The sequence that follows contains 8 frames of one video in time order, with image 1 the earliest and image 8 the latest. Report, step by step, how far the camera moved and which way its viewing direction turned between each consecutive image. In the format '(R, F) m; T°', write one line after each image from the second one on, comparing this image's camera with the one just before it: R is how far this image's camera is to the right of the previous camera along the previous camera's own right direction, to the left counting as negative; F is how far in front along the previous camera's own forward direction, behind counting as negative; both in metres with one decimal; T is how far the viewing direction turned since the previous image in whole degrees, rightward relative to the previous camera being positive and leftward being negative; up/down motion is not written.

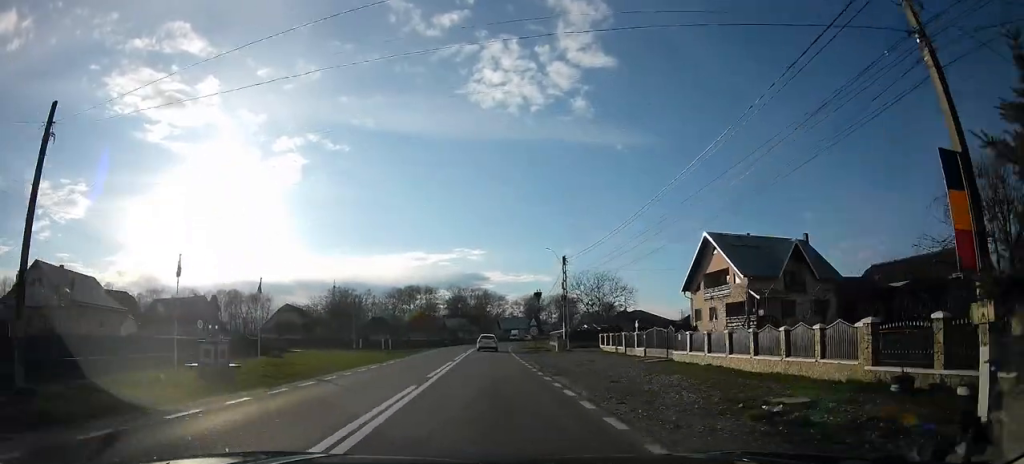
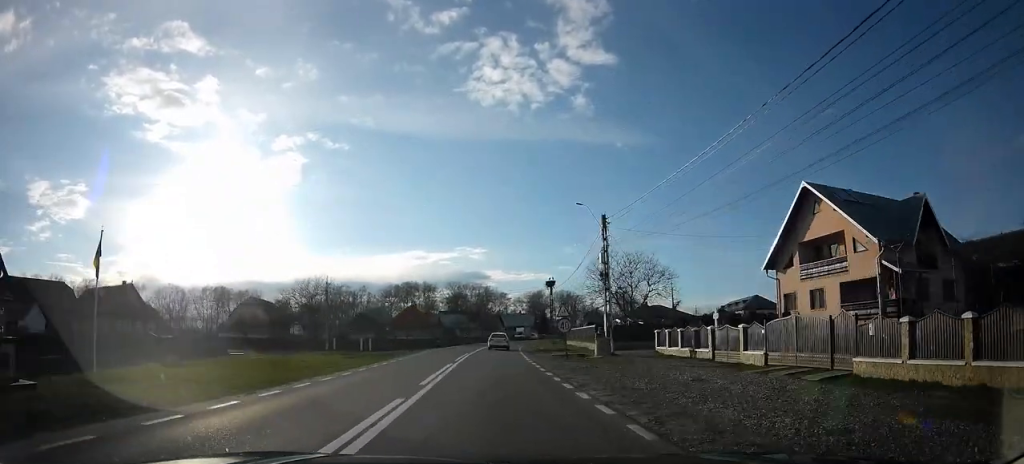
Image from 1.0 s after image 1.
(0.0, +15.3) m; -5°
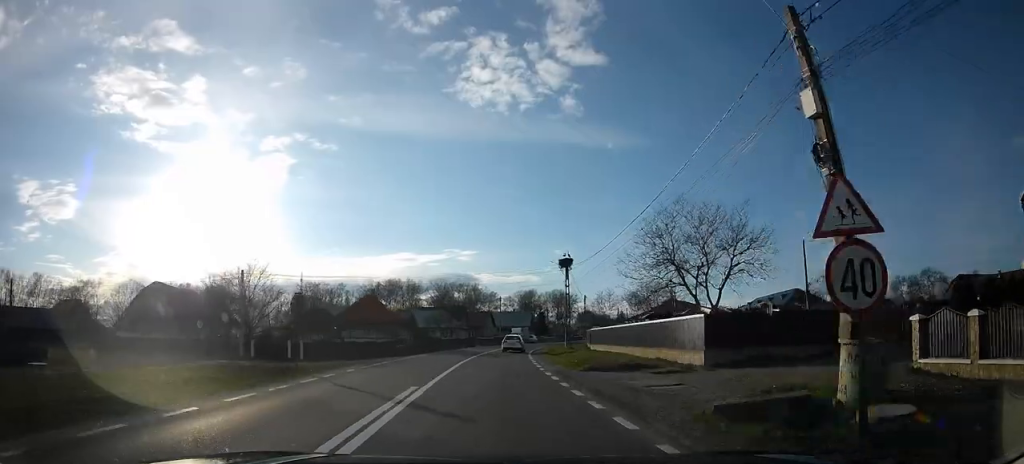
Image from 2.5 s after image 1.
(-0.1, +21.8) m; +5°
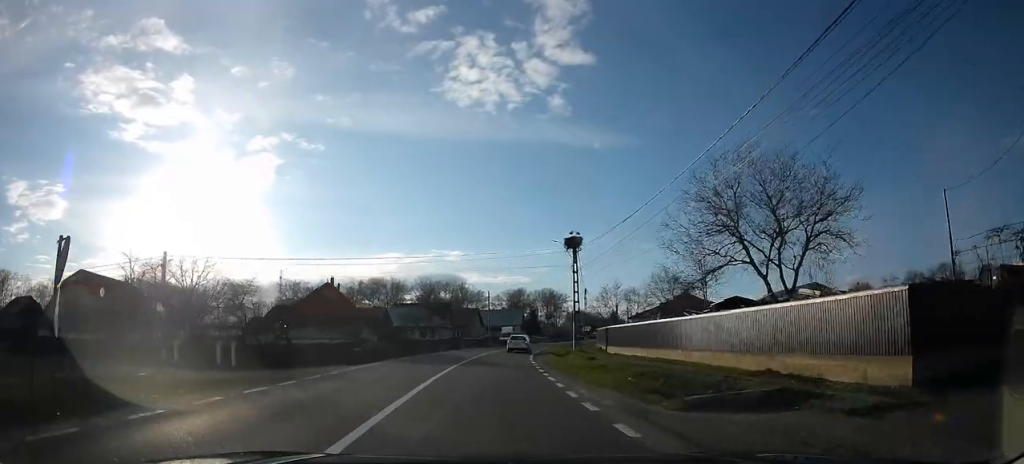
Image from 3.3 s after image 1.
(+0.4, +10.6) m; 0°
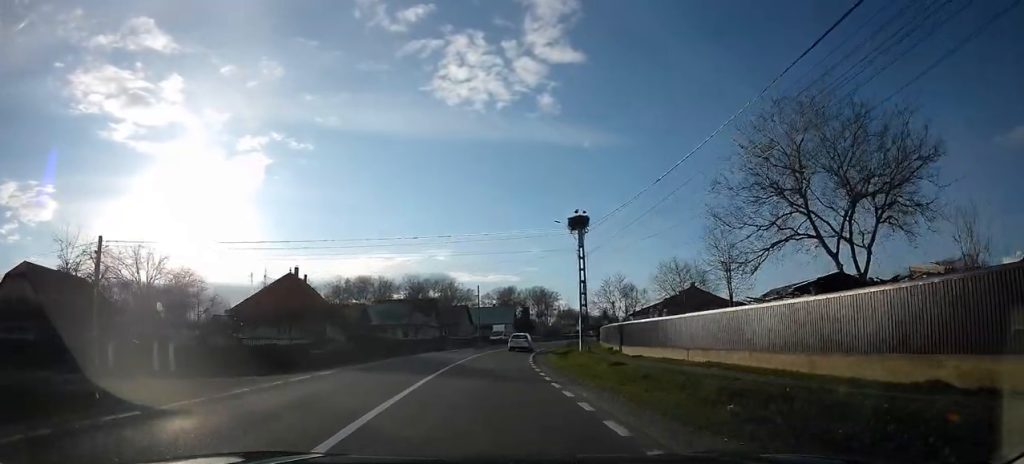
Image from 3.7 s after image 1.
(0.0, +6.3) m; -3°
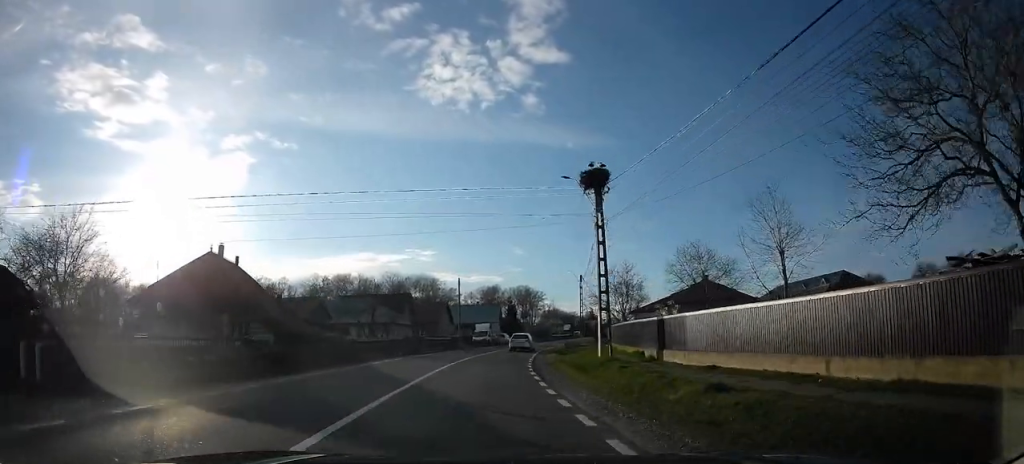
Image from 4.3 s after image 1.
(-0.4, +9.1) m; +2°
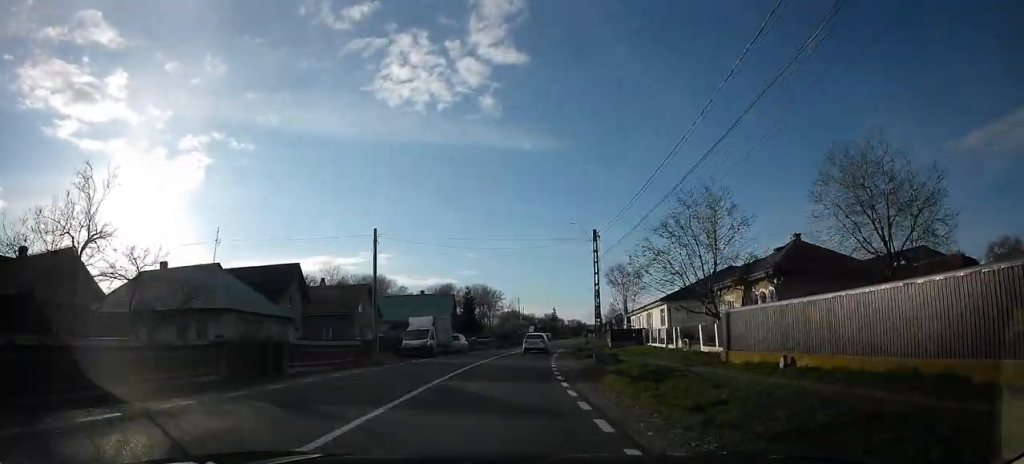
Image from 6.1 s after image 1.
(+2.9, +25.2) m; +9°
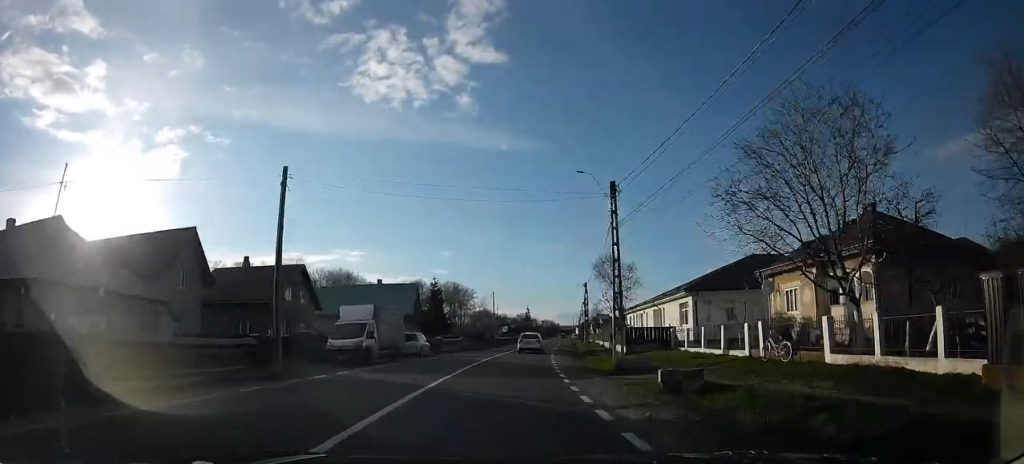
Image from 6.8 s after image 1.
(-0.8, +11.0) m; -1°
